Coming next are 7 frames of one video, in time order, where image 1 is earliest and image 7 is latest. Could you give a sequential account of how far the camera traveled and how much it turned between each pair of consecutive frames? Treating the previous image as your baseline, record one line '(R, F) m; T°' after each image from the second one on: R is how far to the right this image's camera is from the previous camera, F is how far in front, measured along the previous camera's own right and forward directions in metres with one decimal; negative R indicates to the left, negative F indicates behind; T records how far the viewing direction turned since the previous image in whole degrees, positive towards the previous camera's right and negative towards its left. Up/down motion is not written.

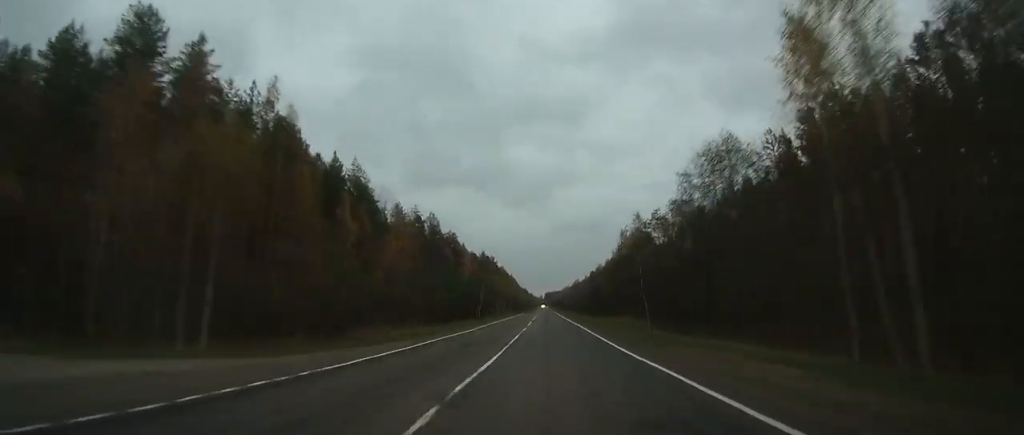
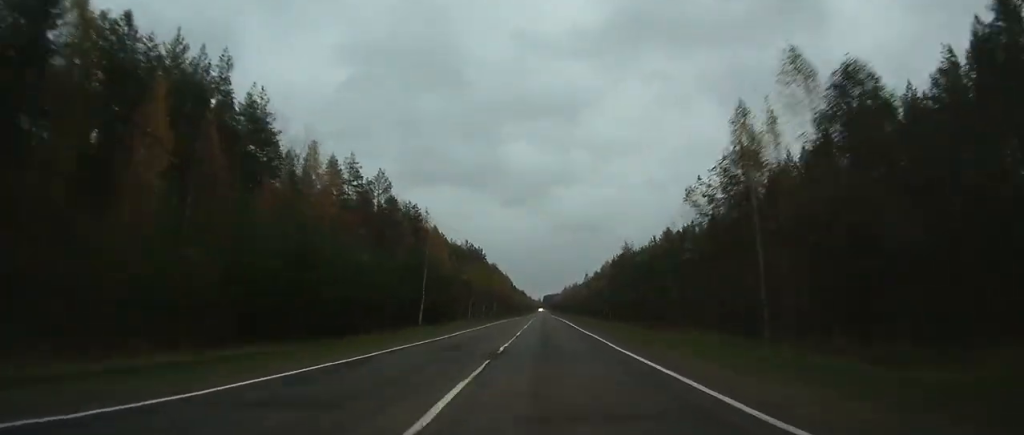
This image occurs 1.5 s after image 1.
(+0.1, +44.1) m; 0°
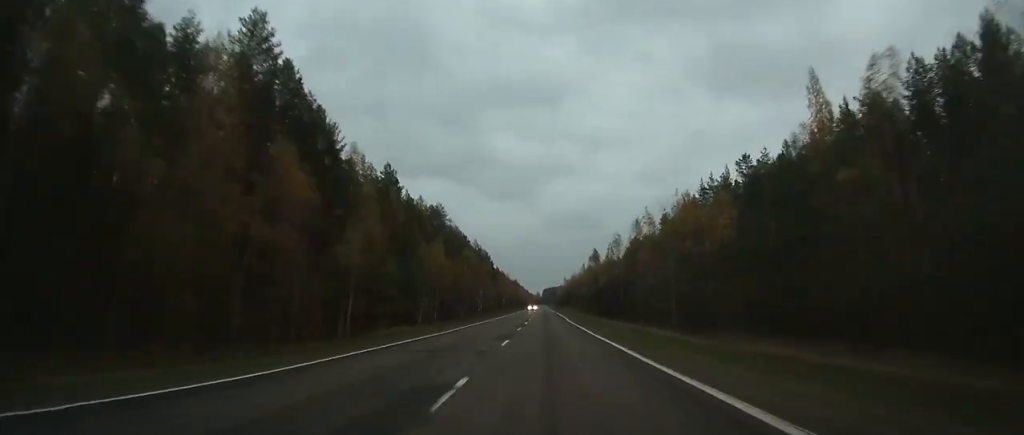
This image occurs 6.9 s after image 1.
(+0.8, +153.0) m; 0°
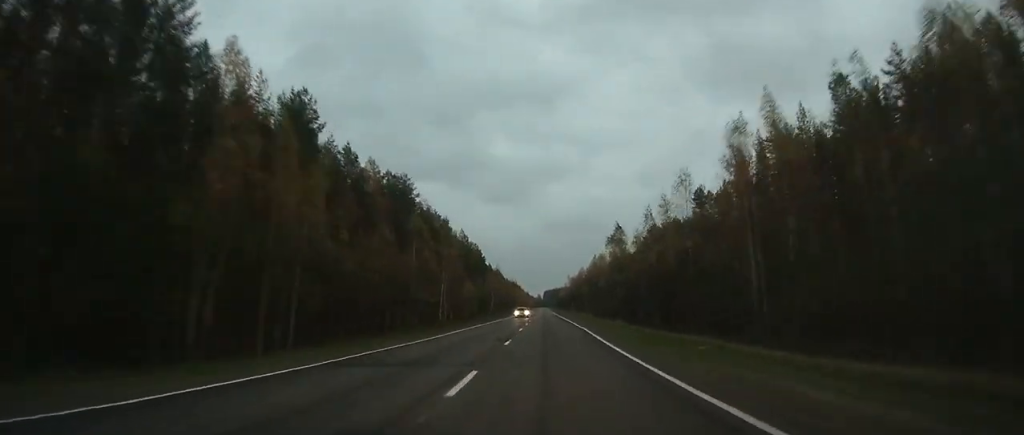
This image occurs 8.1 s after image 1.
(-0.1, +35.7) m; 0°
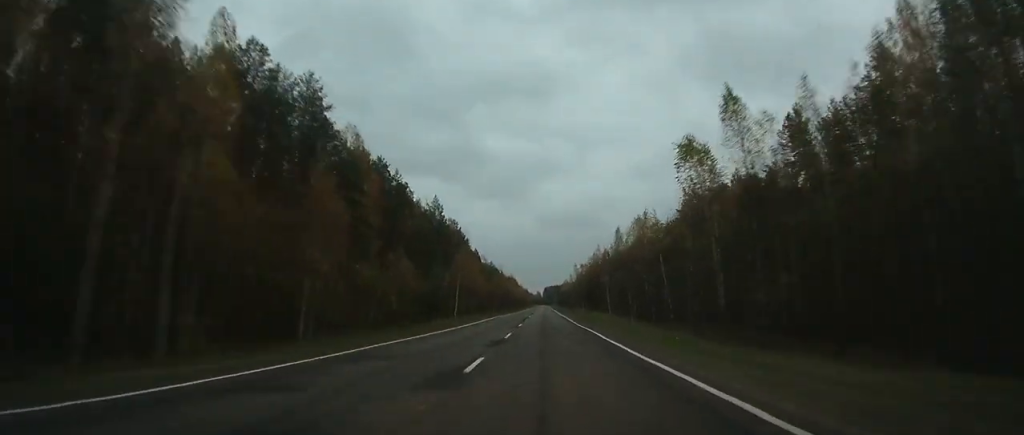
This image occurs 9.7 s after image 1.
(-0.2, +48.3) m; 0°
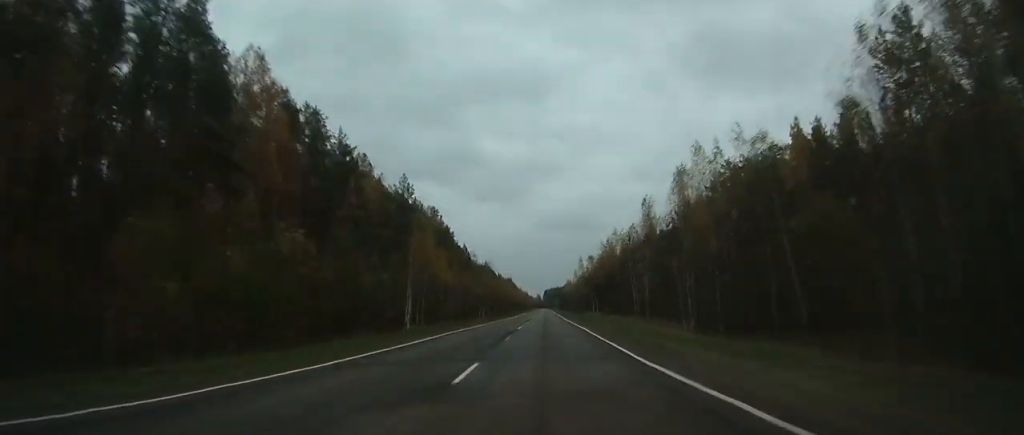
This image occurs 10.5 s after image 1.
(-0.2, +26.2) m; 0°
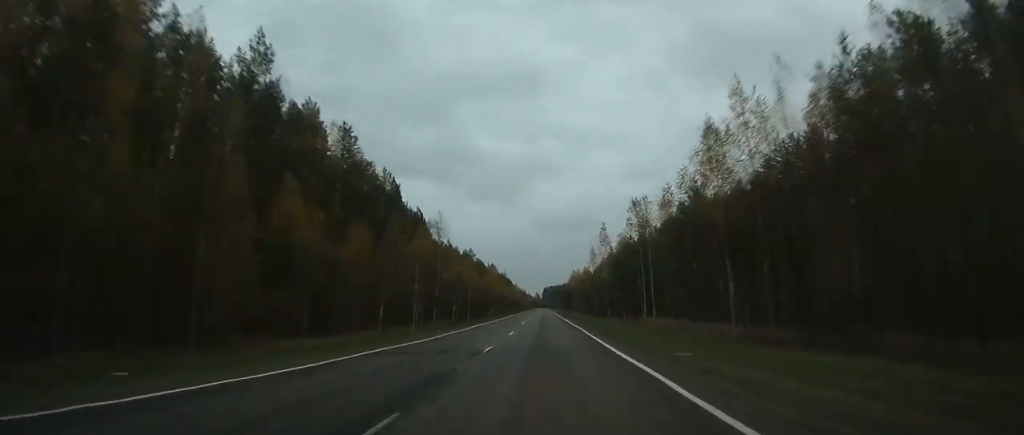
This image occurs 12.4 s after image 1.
(0.0, +55.2) m; 0°
